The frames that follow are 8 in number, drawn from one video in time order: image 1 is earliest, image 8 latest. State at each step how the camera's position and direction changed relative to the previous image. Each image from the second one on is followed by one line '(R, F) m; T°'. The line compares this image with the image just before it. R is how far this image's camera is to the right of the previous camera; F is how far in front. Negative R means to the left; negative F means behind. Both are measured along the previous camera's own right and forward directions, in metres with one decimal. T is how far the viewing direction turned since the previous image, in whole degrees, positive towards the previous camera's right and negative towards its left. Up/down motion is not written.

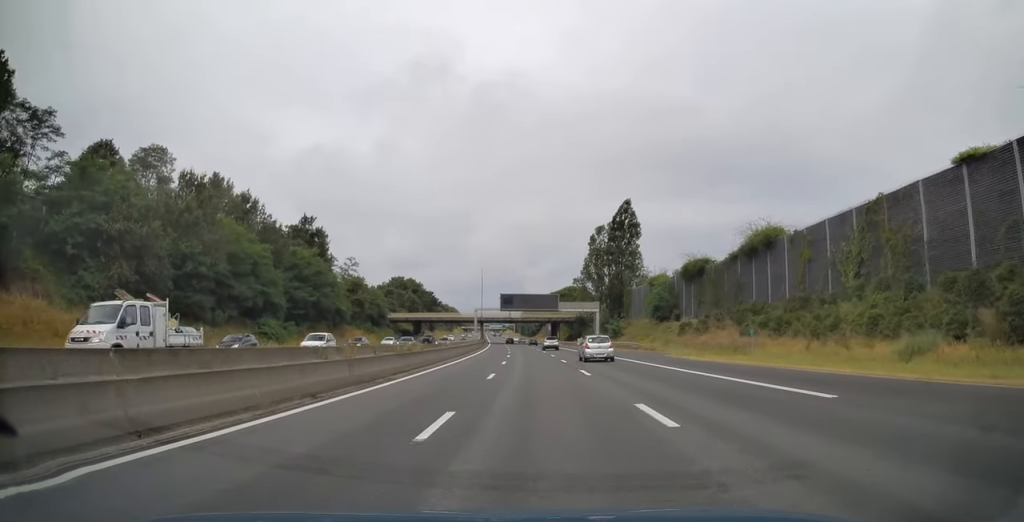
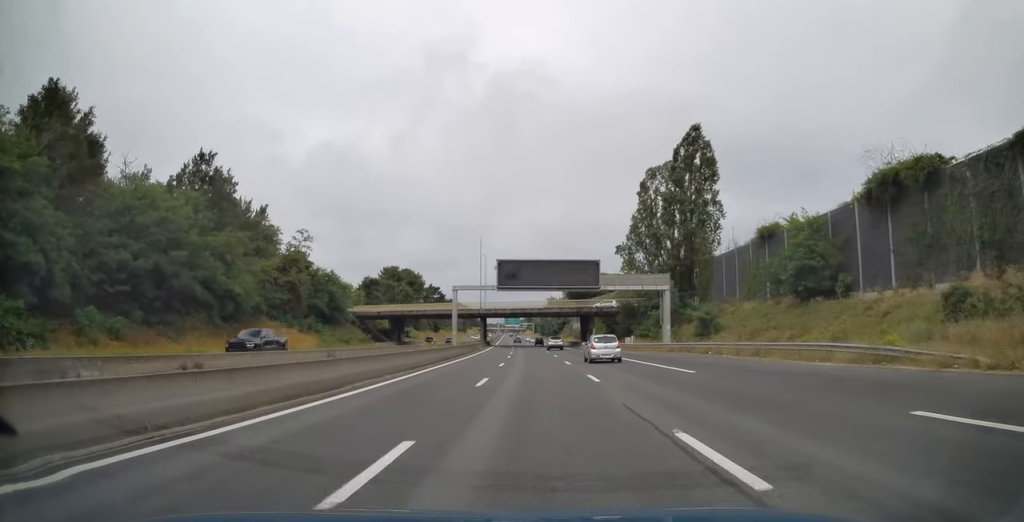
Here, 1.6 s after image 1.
(-0.8, +42.1) m; -2°
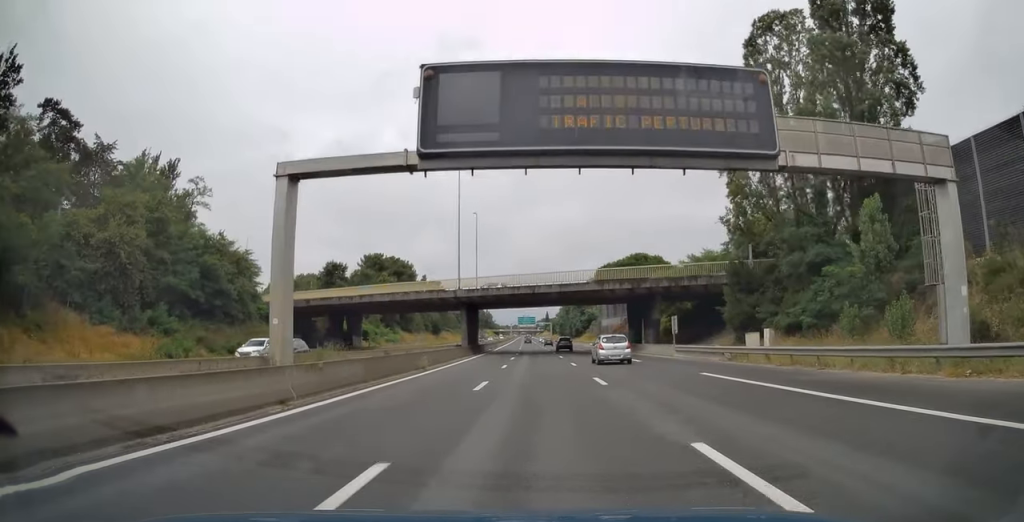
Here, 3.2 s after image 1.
(-0.7, +40.3) m; -2°
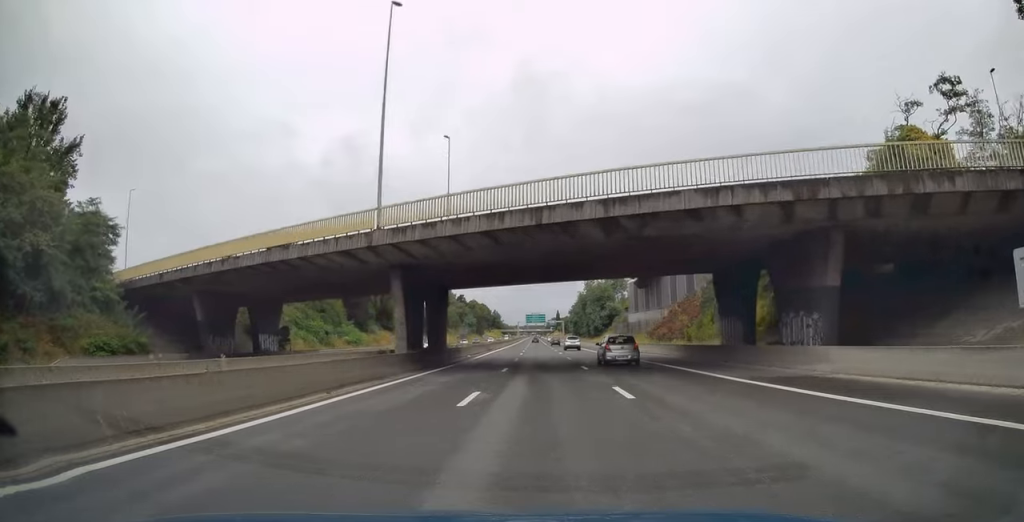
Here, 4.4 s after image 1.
(-0.3, +29.9) m; -1°
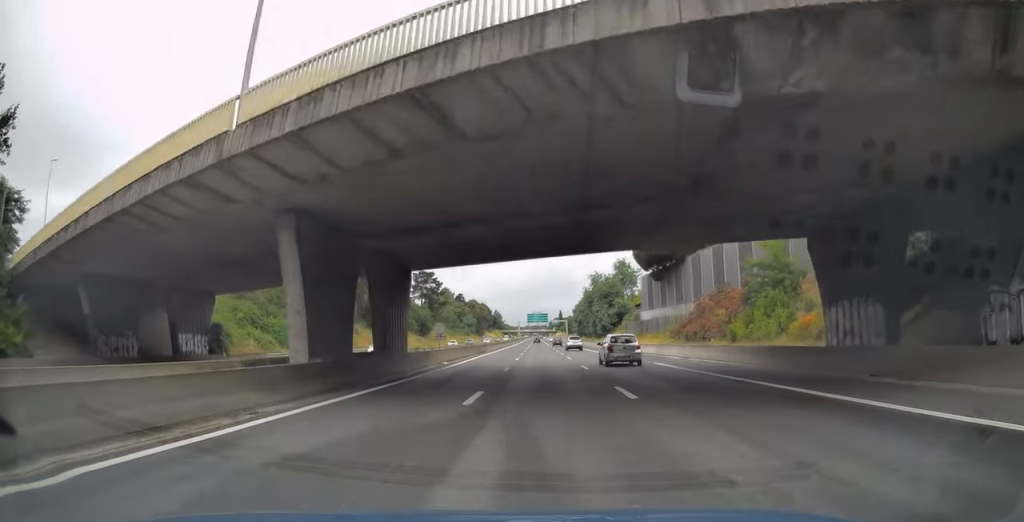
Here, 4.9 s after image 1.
(0.0, +12.8) m; 0°
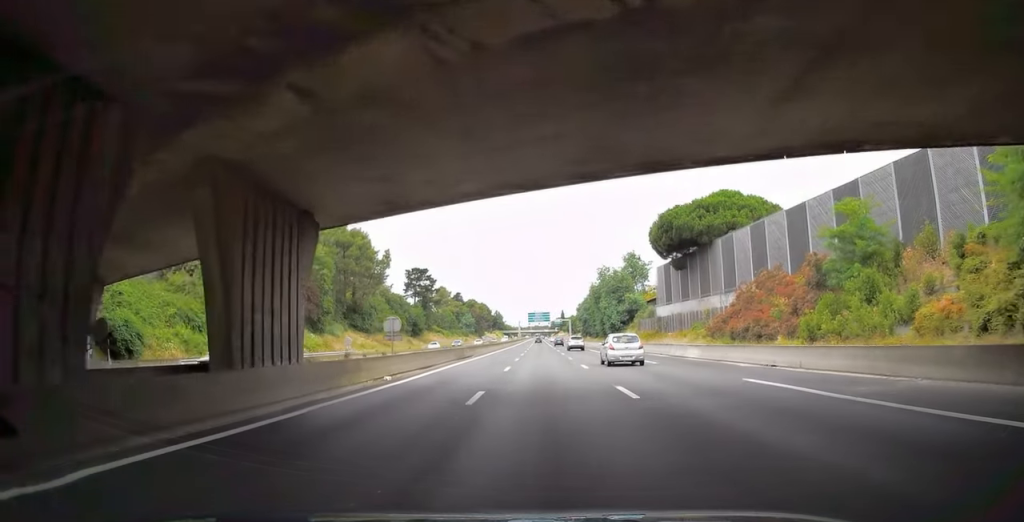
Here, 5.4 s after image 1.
(-0.2, +13.2) m; -1°
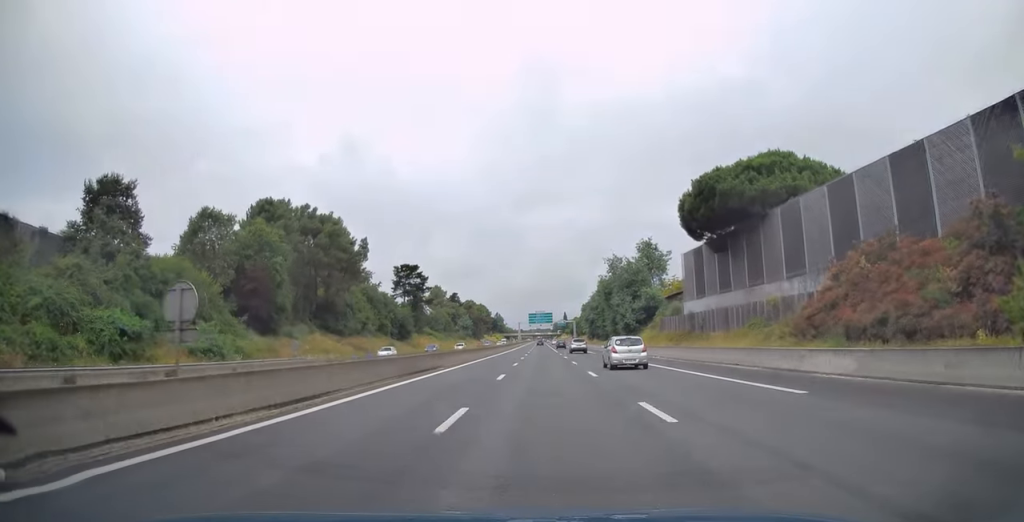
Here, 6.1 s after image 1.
(-0.1, +17.0) m; 0°
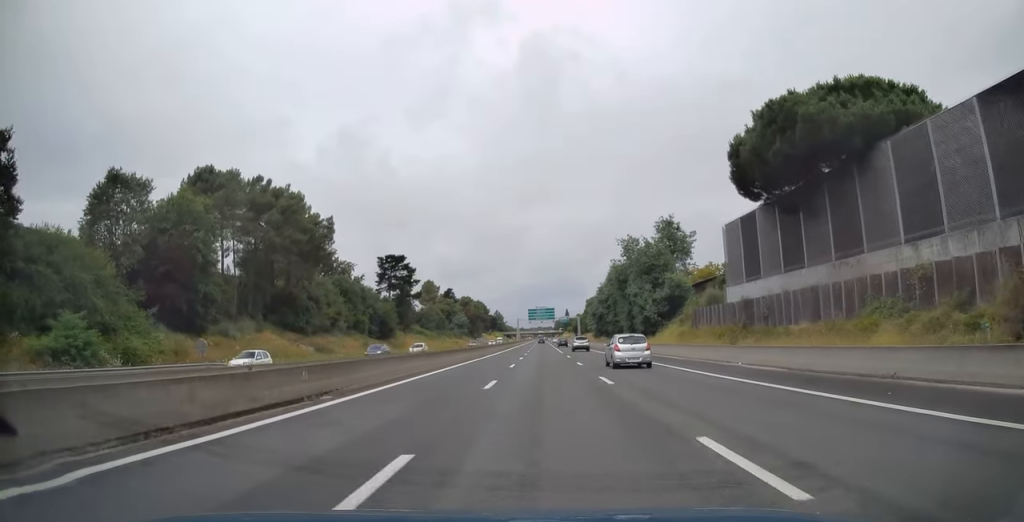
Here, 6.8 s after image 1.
(0.0, +17.9) m; 0°
